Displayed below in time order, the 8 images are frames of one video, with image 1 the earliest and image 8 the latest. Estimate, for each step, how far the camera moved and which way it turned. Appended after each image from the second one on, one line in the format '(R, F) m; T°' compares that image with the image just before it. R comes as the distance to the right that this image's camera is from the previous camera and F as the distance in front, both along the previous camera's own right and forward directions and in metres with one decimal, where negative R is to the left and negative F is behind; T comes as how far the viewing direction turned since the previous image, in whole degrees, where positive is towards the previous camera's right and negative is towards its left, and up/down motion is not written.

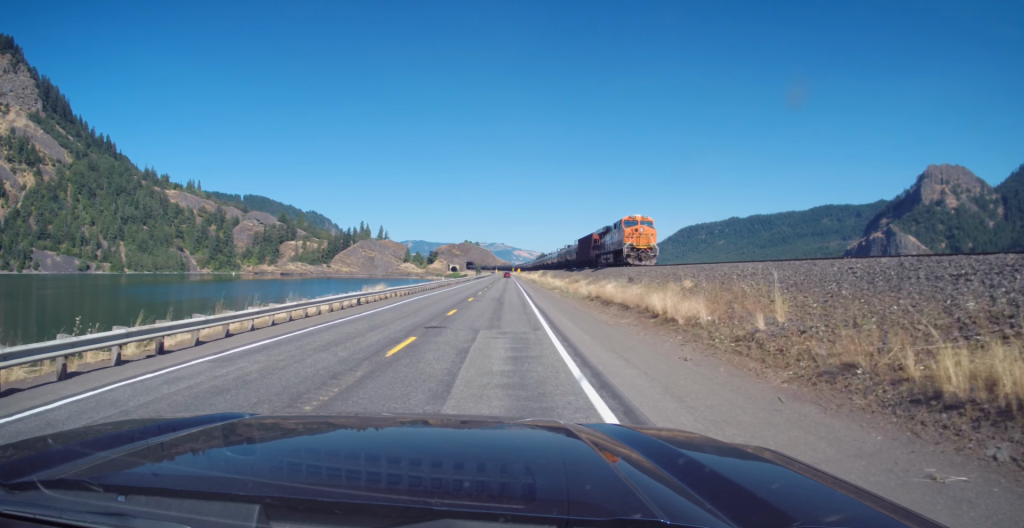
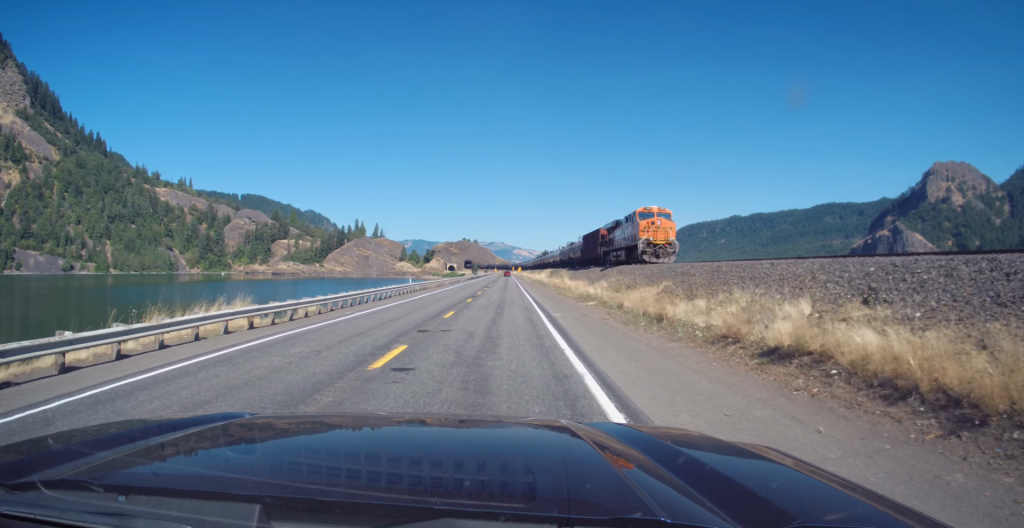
(+0.1, +27.0) m; +1°
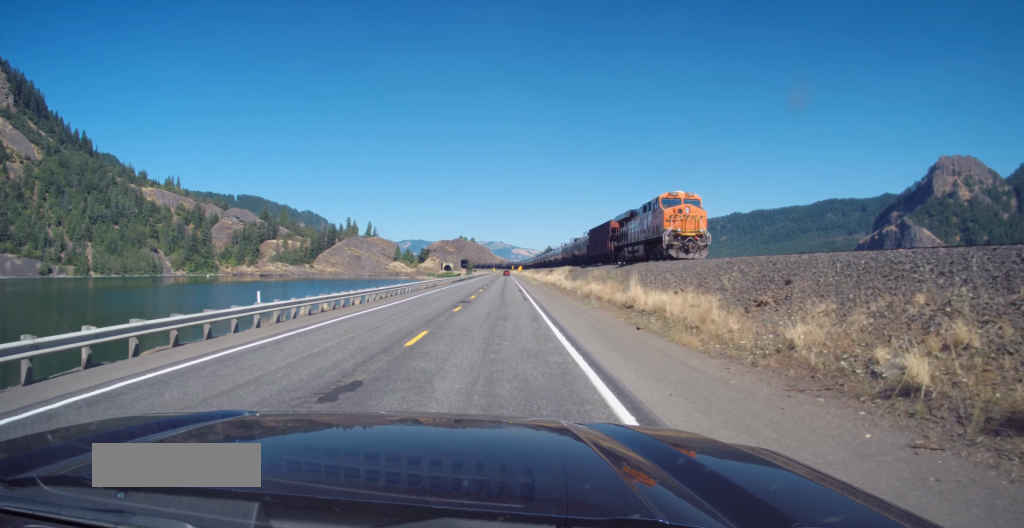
(+0.2, +33.3) m; +1°
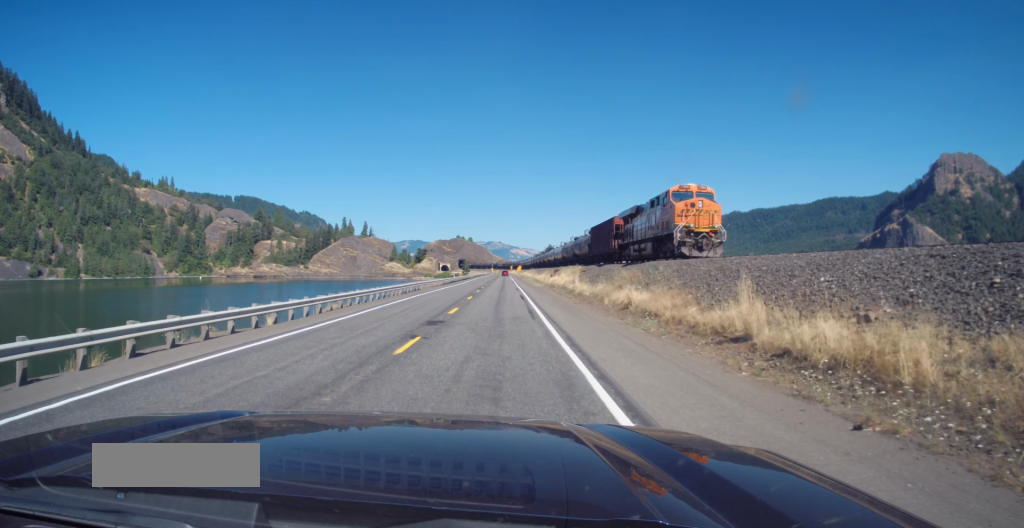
(+0.1, +12.8) m; 0°
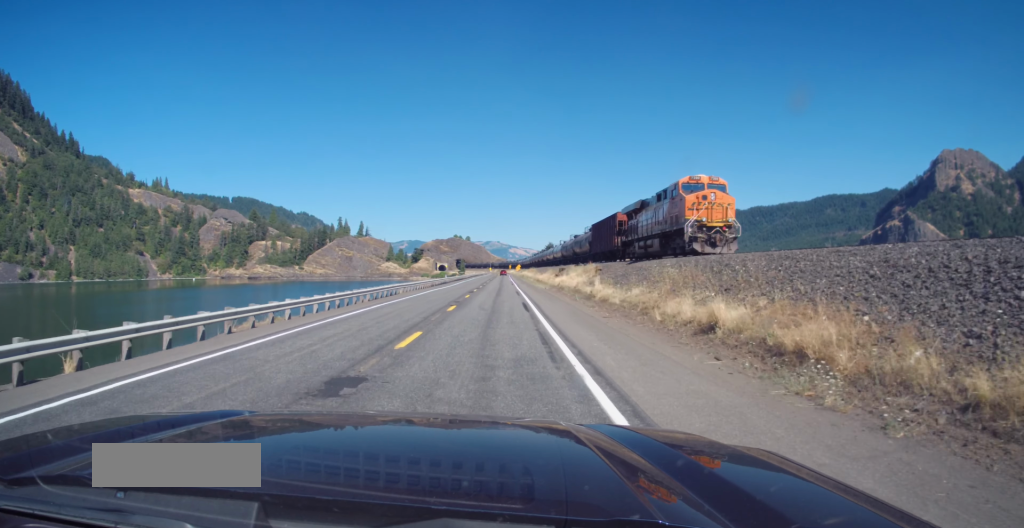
(+0.2, +11.9) m; 0°
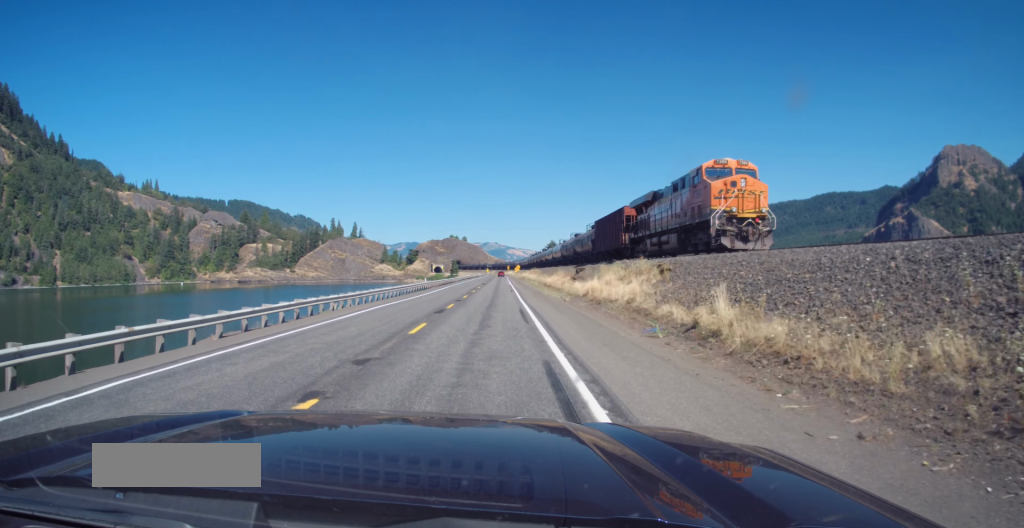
(-0.1, +20.4) m; -1°
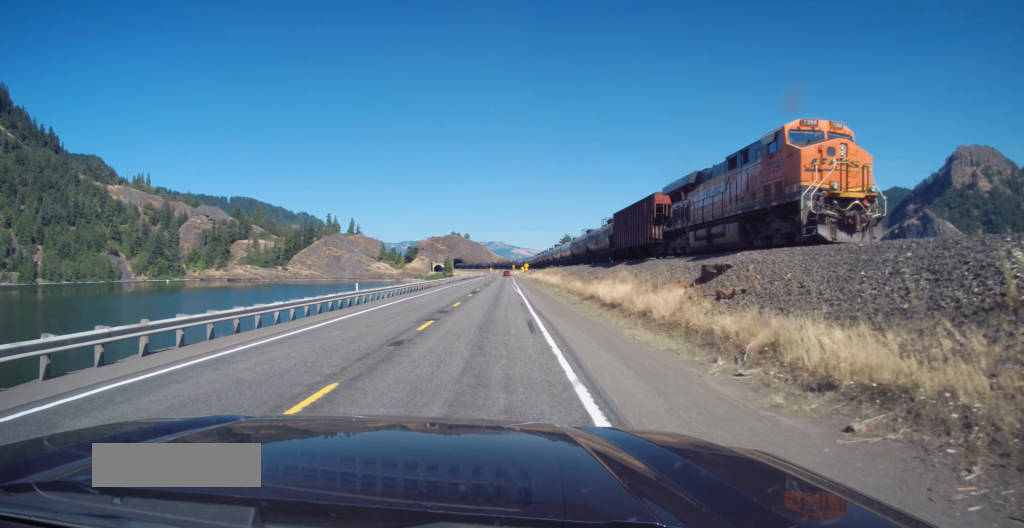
(-0.8, +35.2) m; -1°
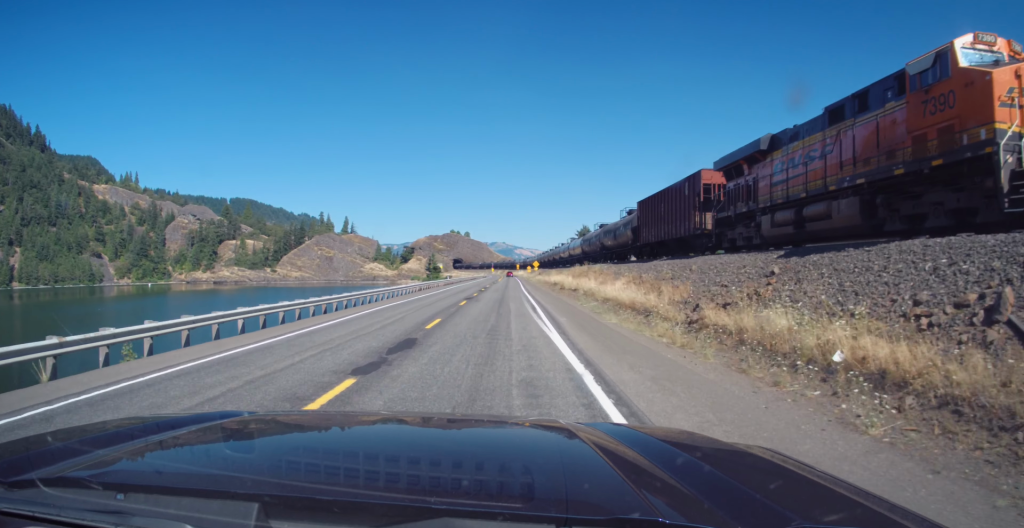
(+0.3, +36.6) m; +1°
